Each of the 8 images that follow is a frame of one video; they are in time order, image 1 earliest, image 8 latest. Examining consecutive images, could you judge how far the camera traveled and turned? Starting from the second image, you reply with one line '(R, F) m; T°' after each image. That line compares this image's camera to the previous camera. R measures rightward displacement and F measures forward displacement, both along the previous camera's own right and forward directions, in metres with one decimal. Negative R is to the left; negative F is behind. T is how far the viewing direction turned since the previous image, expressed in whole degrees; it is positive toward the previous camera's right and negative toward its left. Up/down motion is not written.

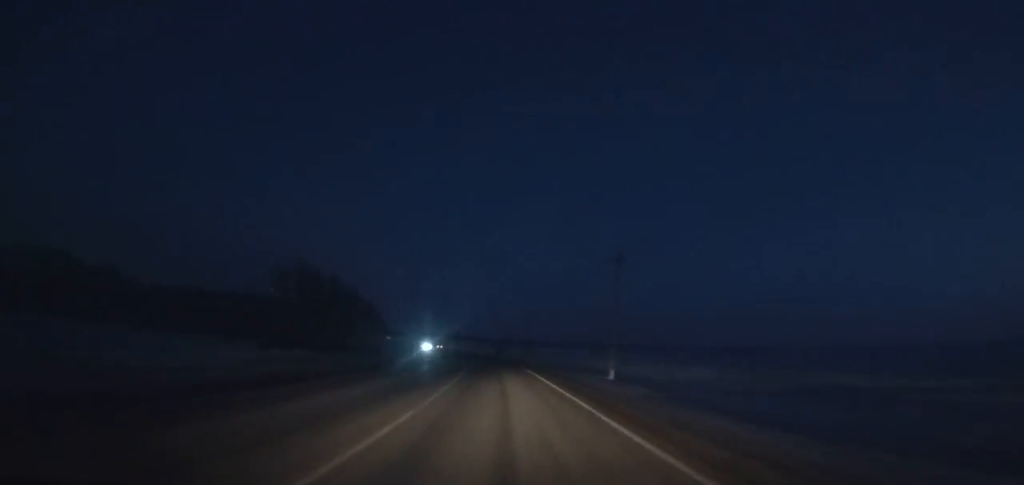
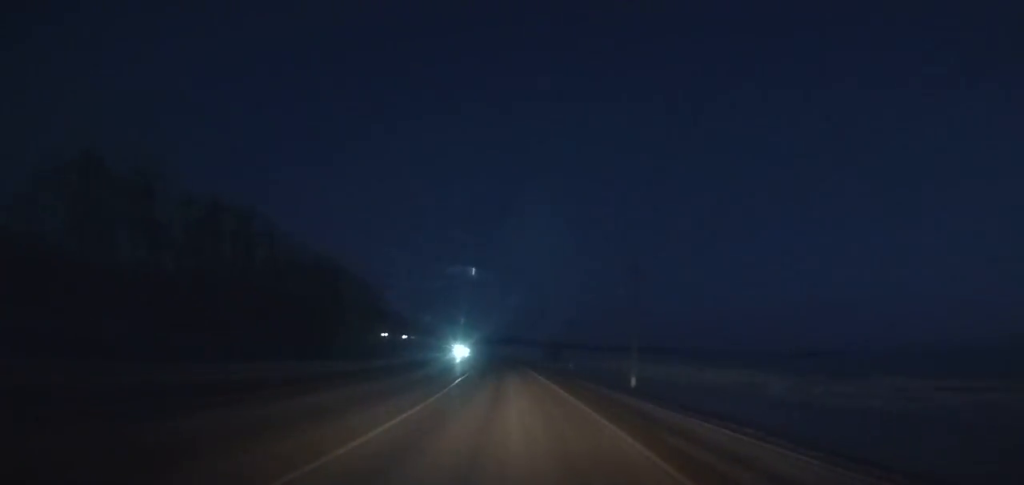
(-2.3, +60.1) m; -4°
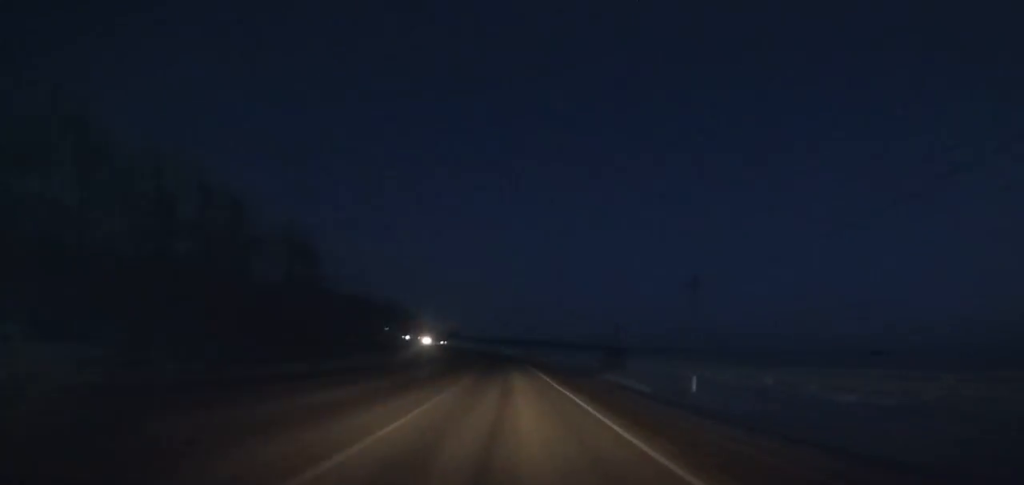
(-1.4, +54.7) m; -3°
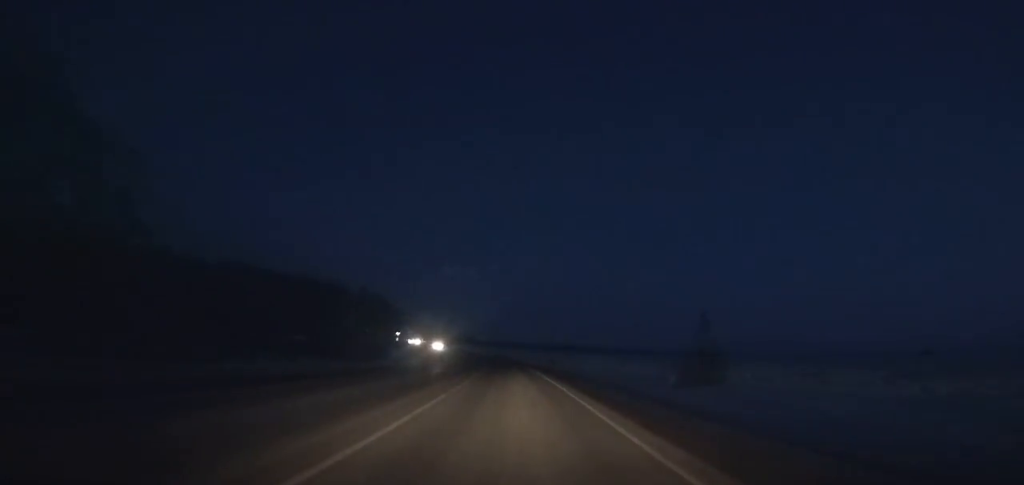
(-1.0, +42.5) m; -2°
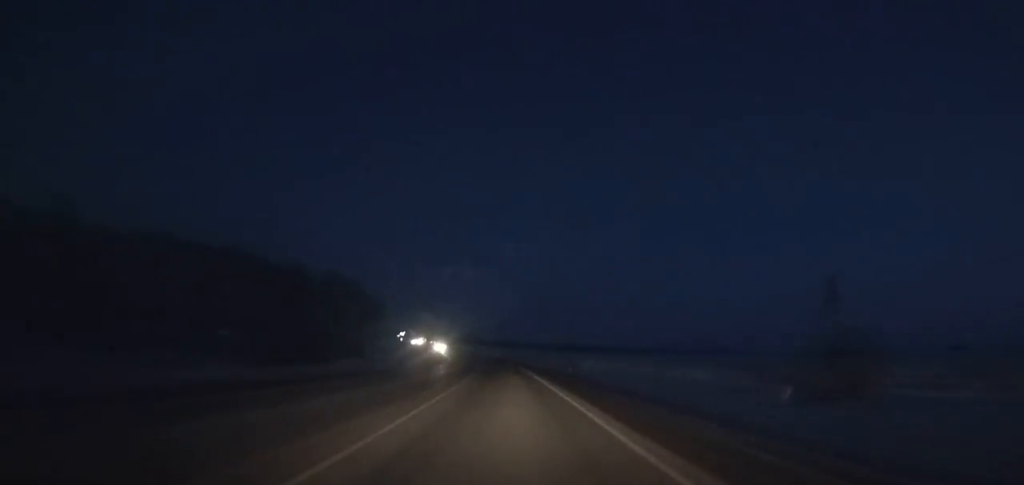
(+0.1, +25.5) m; -1°
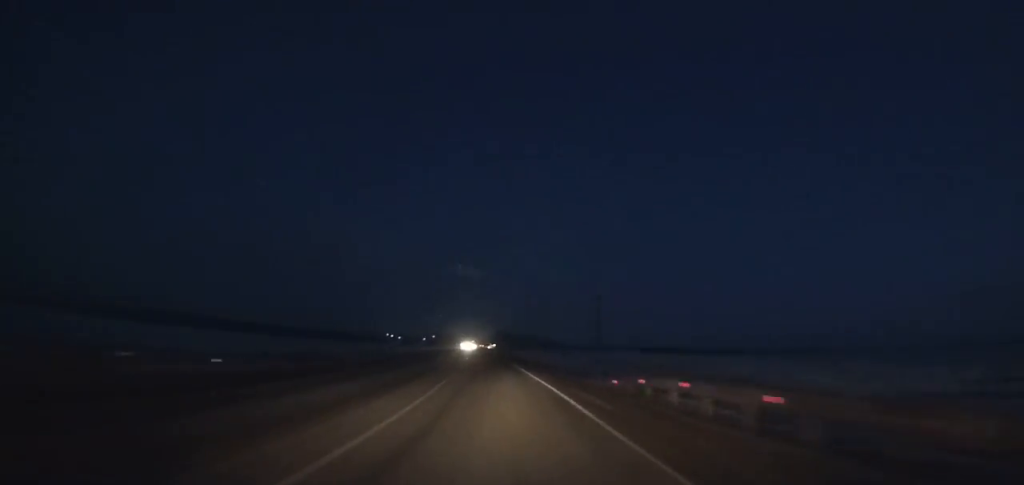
(-5.9, +89.1) m; -7°
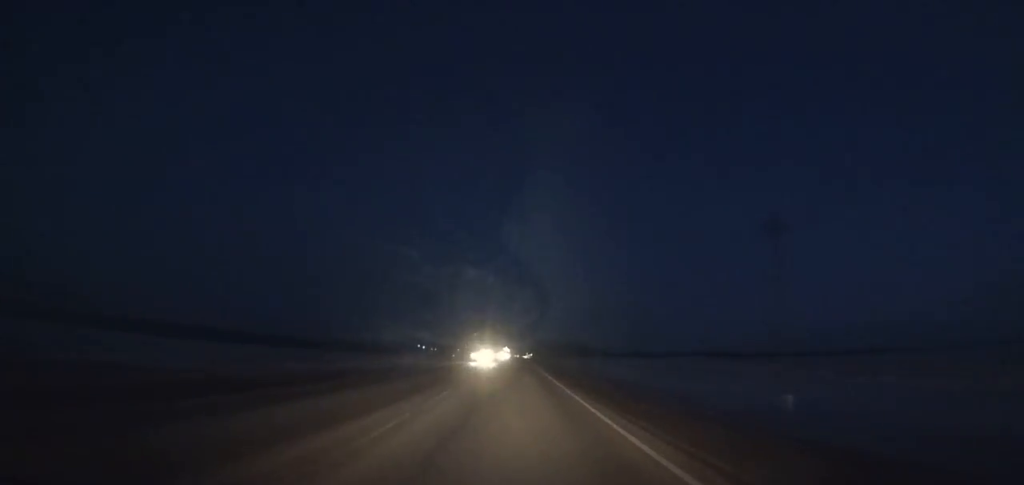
(-1.1, +36.0) m; -2°
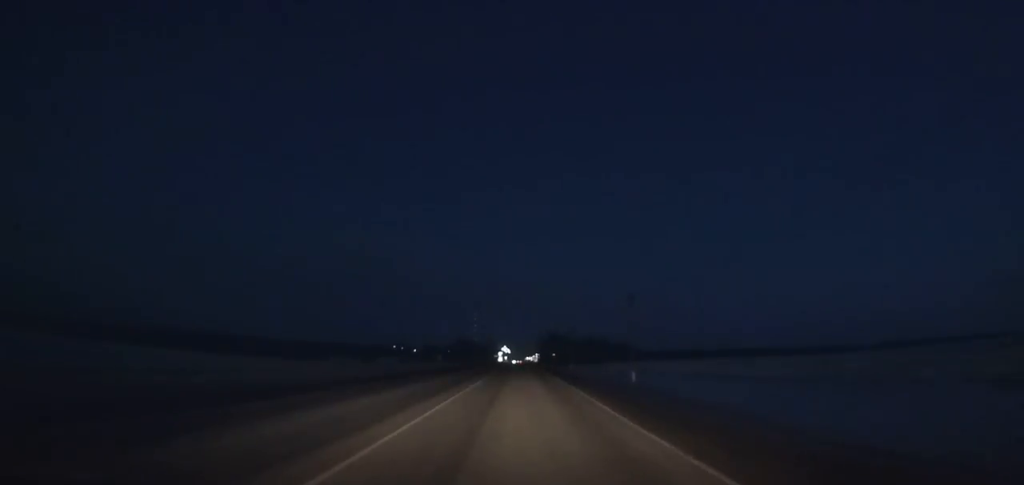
(-0.1, +147.9) m; 0°
